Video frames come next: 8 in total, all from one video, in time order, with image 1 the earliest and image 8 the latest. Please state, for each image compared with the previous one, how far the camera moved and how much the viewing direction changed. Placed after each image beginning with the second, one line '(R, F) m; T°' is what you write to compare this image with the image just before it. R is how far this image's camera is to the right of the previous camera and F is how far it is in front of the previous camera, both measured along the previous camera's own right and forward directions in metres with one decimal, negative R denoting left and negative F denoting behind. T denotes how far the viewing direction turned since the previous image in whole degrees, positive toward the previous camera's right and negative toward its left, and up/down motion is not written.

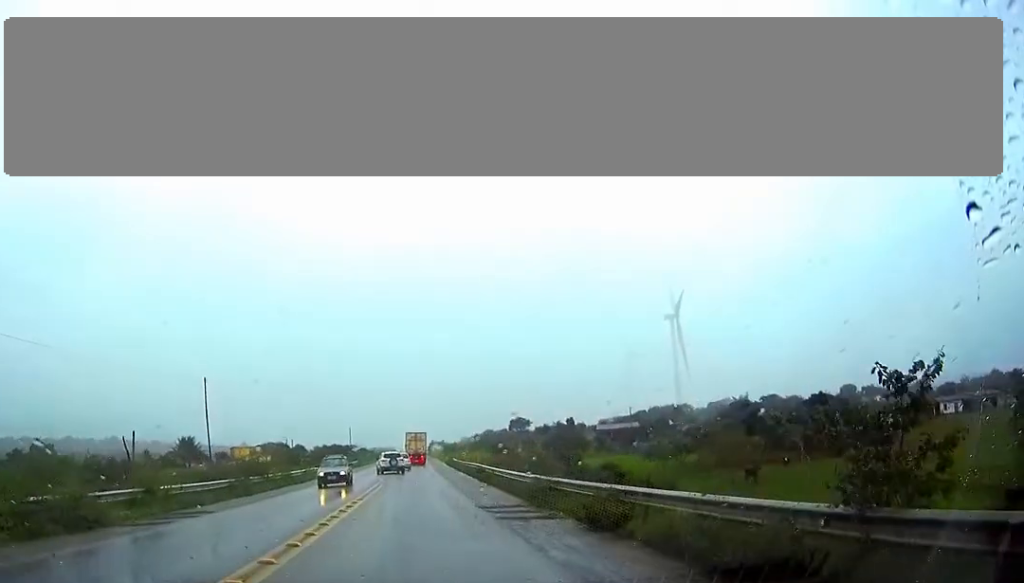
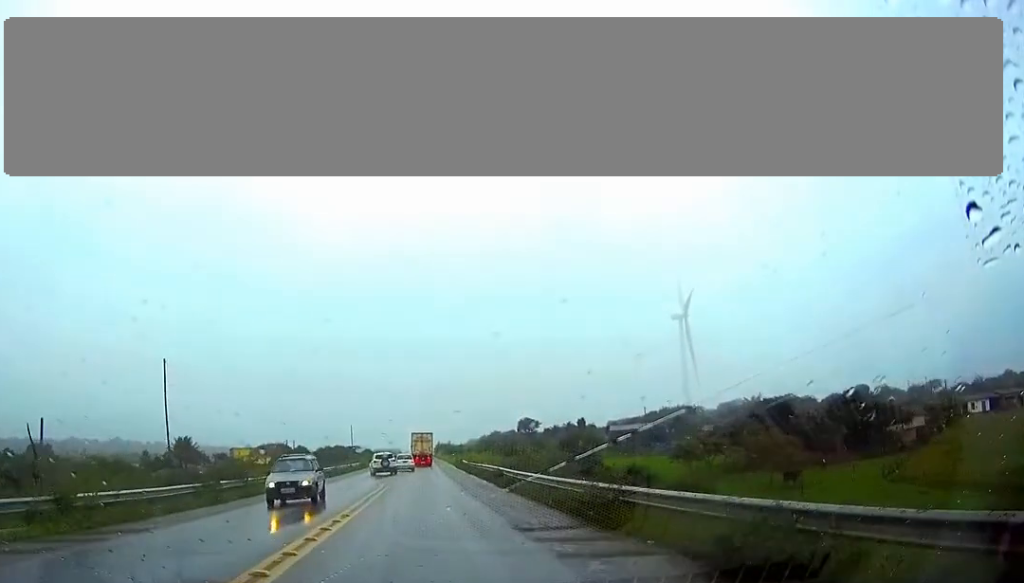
(-0.1, +6.8) m; 0°
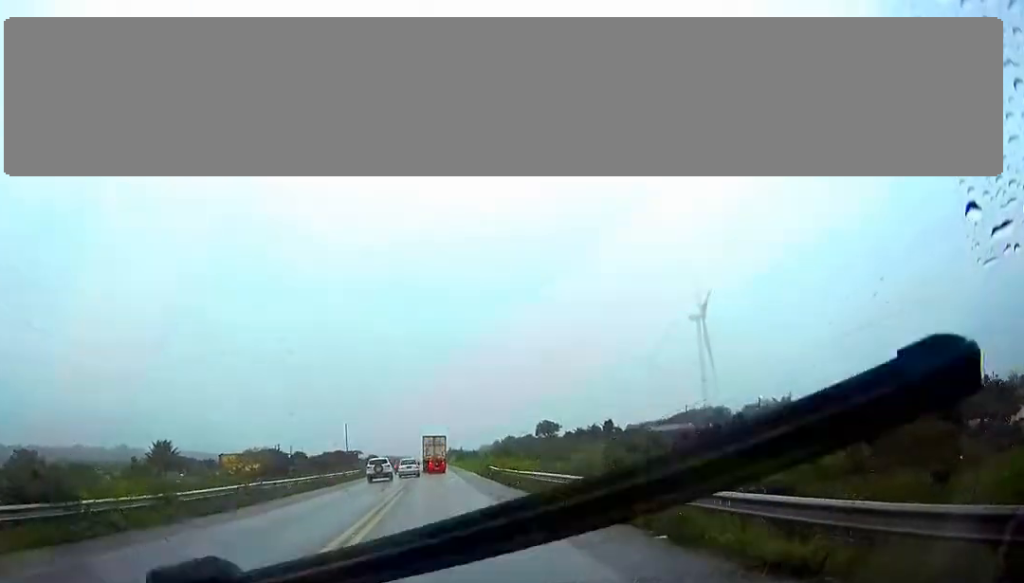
(-0.4, +20.7) m; -3°
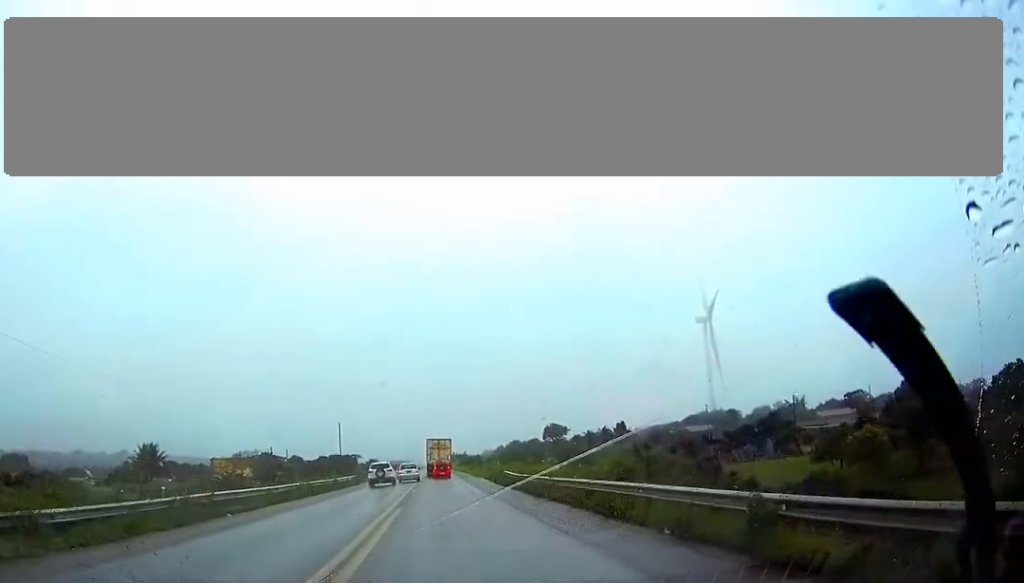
(+0.1, +9.6) m; 0°
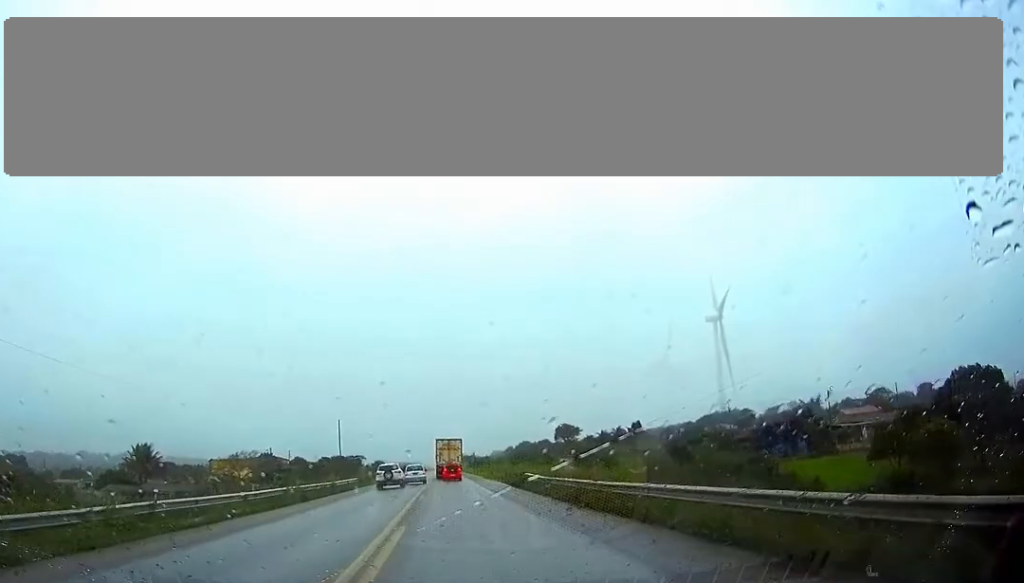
(0.0, +7.2) m; 0°
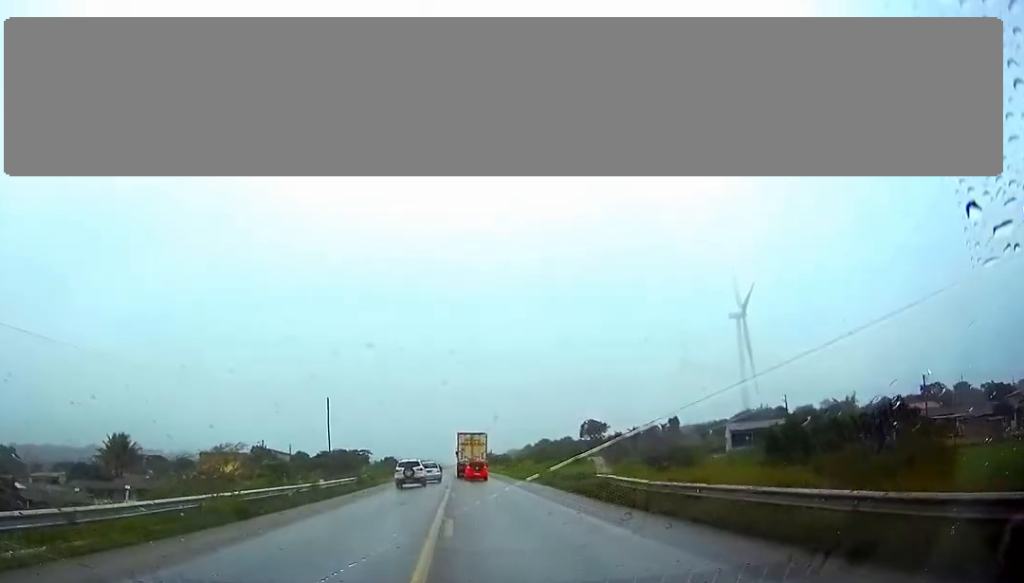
(-0.2, +17.0) m; 0°
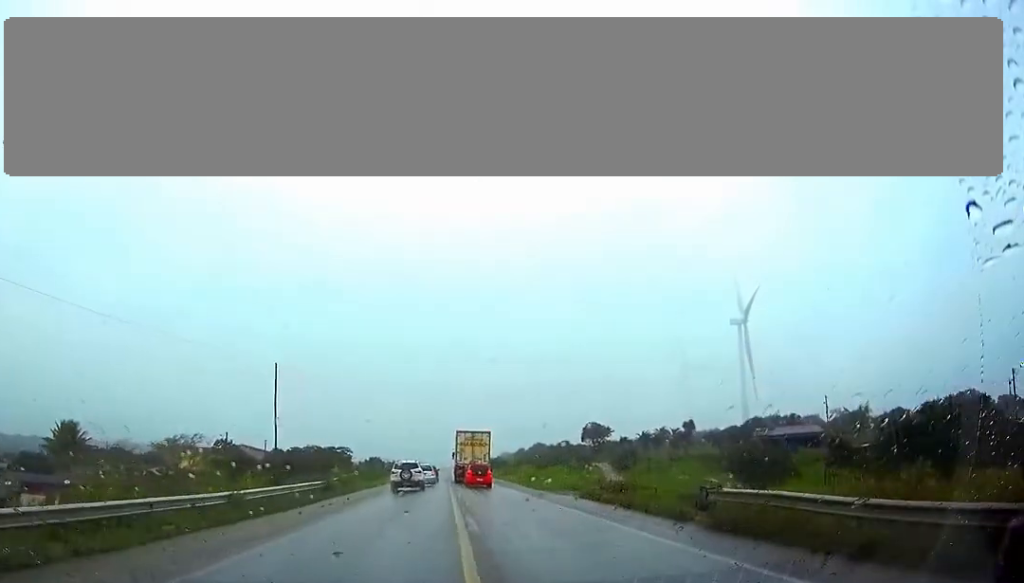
(+0.1, +15.1) m; +1°
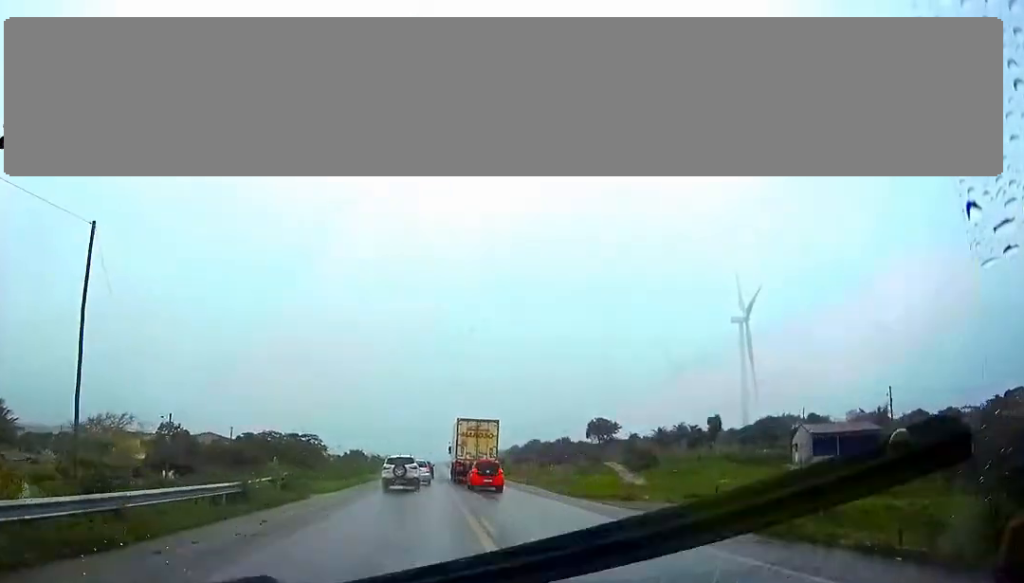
(+0.1, +17.9) m; 0°
